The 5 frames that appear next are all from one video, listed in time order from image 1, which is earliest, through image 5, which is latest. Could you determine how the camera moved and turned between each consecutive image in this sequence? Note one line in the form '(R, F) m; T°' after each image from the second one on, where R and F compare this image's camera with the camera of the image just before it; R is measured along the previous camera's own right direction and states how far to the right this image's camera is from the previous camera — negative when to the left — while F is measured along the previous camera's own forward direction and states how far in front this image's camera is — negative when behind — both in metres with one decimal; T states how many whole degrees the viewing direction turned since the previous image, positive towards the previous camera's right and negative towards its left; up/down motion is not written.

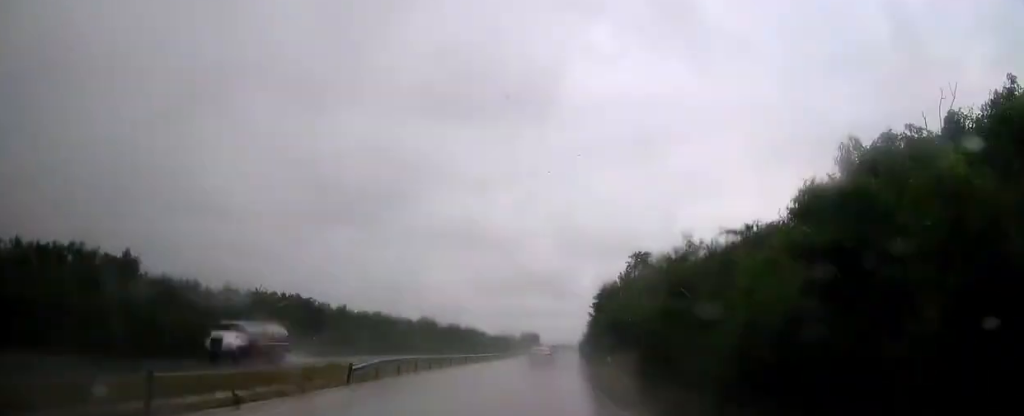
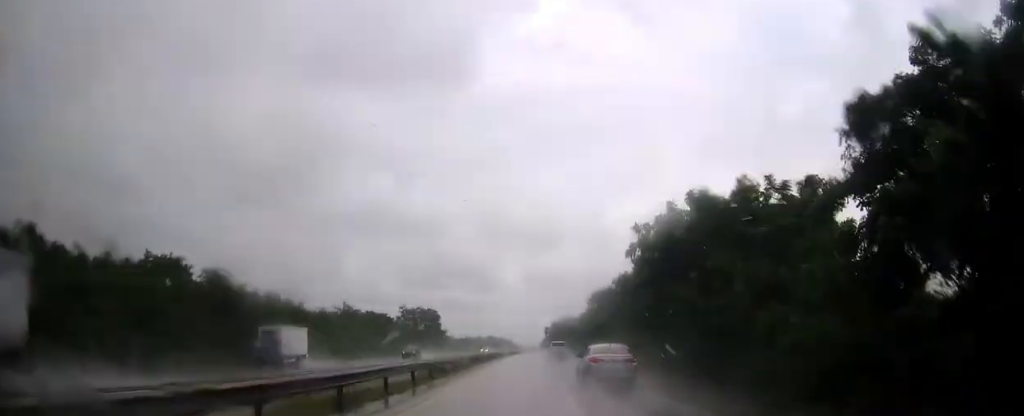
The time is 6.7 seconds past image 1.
(+10.3, +164.1) m; +6°
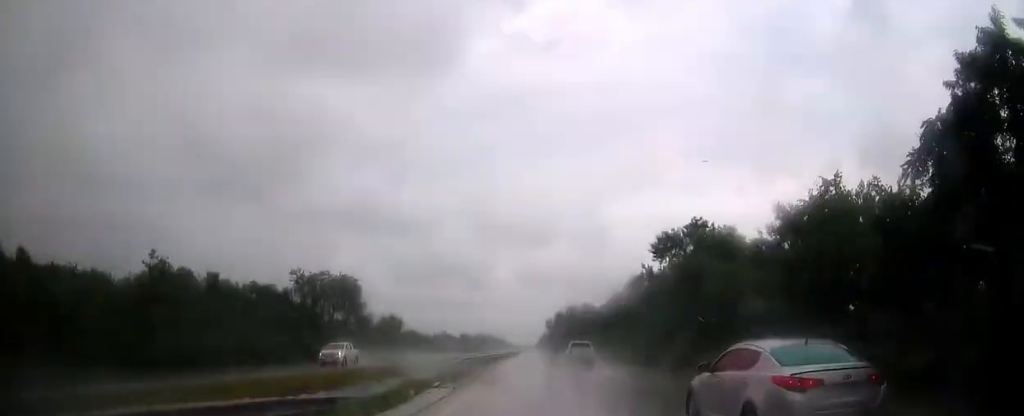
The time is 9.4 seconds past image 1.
(+0.9, +67.9) m; +1°
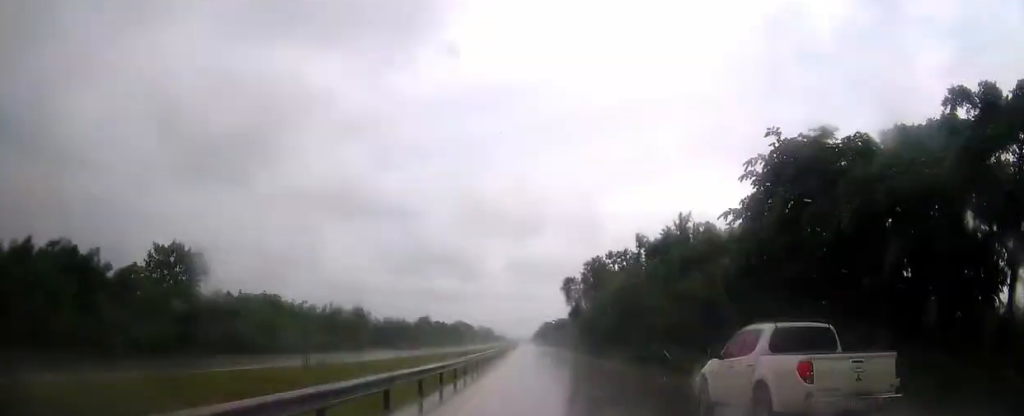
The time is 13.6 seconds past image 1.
(+0.8, +108.1) m; +1°
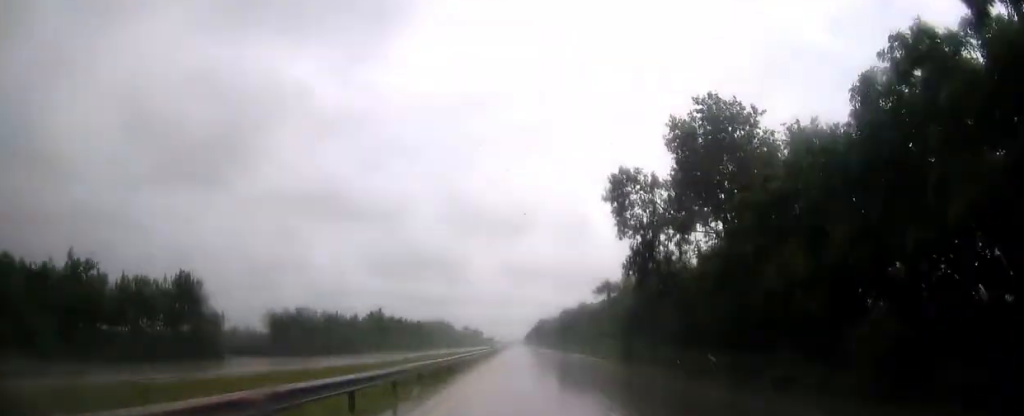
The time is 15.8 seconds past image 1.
(+0.1, +58.2) m; 0°
